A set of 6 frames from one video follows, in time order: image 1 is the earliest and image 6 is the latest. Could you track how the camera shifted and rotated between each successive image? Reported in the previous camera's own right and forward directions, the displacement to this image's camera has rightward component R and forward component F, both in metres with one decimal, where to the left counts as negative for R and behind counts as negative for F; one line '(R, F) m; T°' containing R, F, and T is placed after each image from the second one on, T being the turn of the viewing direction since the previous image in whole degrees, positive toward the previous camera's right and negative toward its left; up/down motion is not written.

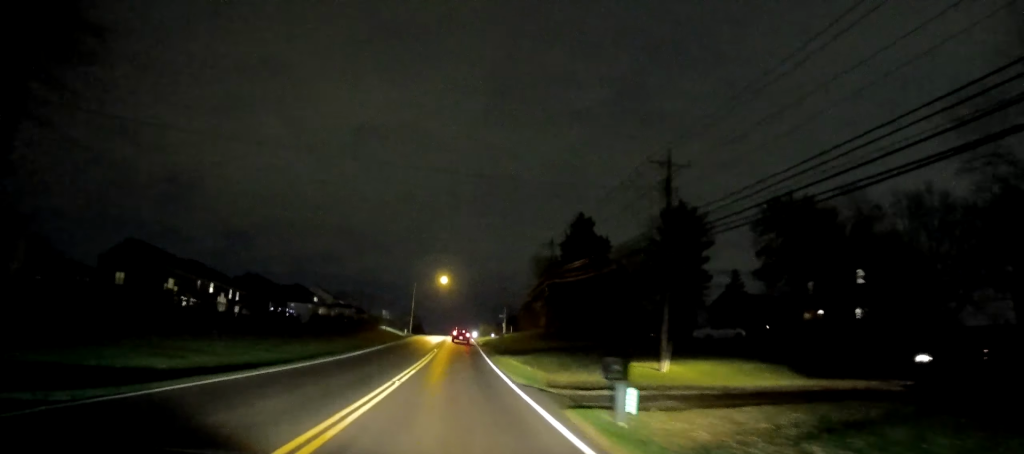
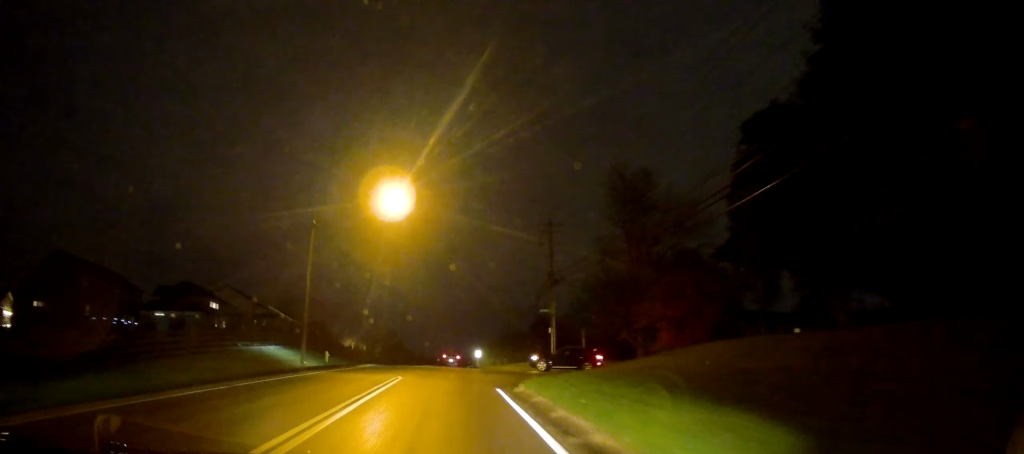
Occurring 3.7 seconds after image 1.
(+1.4, +63.8) m; +1°
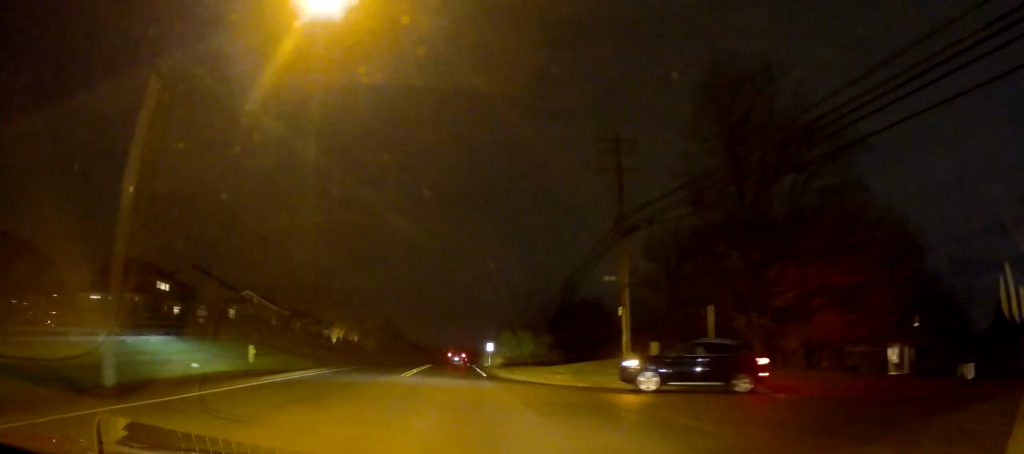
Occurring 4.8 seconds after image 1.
(-0.4, +19.8) m; -1°
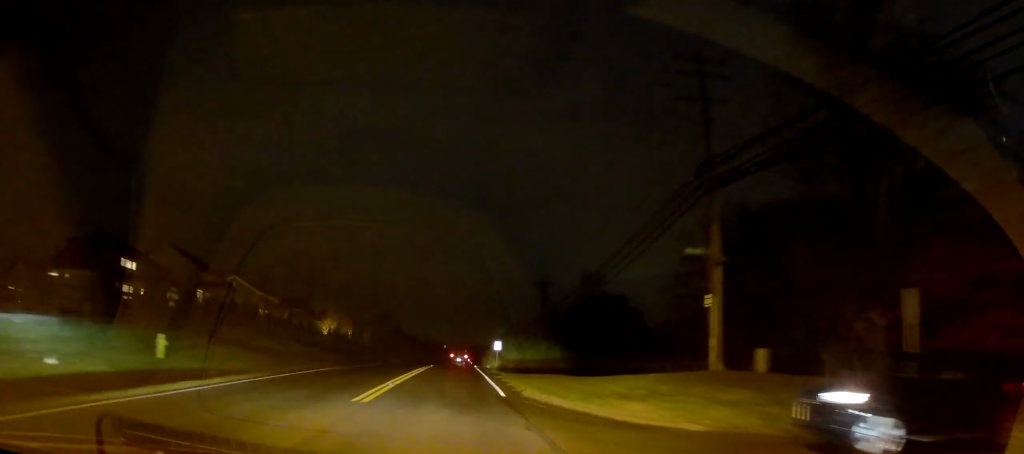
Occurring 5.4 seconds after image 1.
(0.0, +10.2) m; 0°
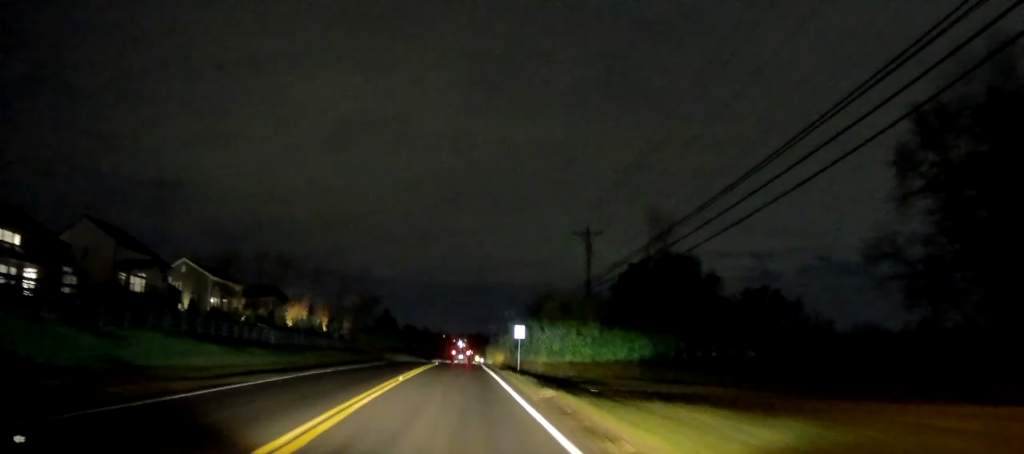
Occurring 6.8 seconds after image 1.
(0.0, +23.0) m; 0°
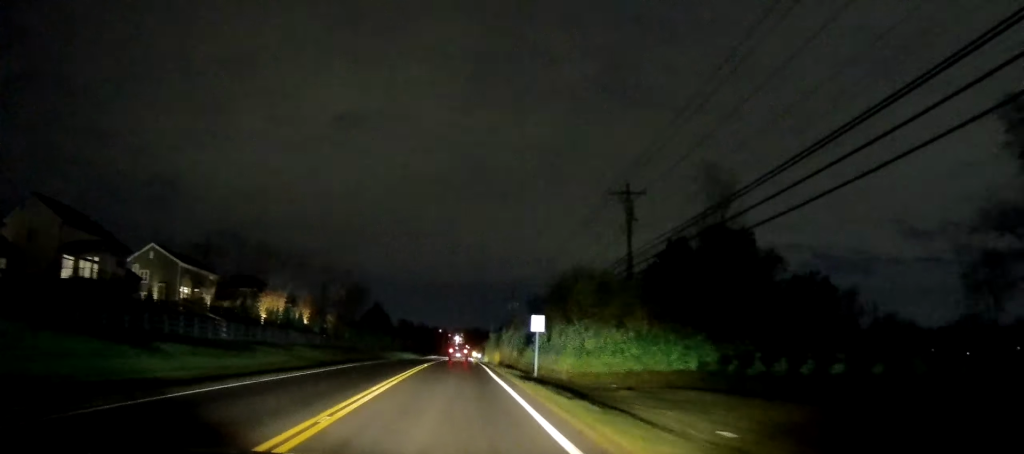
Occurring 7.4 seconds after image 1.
(0.0, +10.2) m; 0°
